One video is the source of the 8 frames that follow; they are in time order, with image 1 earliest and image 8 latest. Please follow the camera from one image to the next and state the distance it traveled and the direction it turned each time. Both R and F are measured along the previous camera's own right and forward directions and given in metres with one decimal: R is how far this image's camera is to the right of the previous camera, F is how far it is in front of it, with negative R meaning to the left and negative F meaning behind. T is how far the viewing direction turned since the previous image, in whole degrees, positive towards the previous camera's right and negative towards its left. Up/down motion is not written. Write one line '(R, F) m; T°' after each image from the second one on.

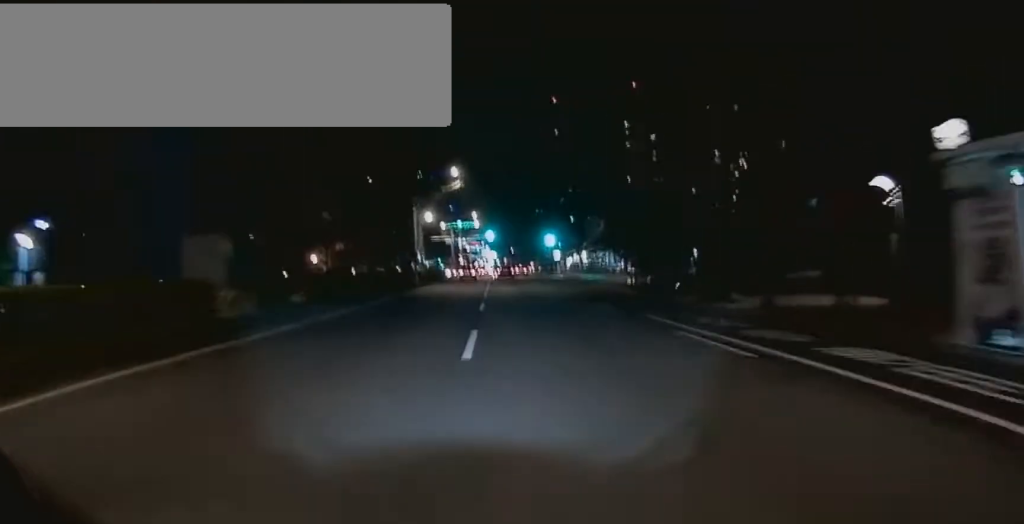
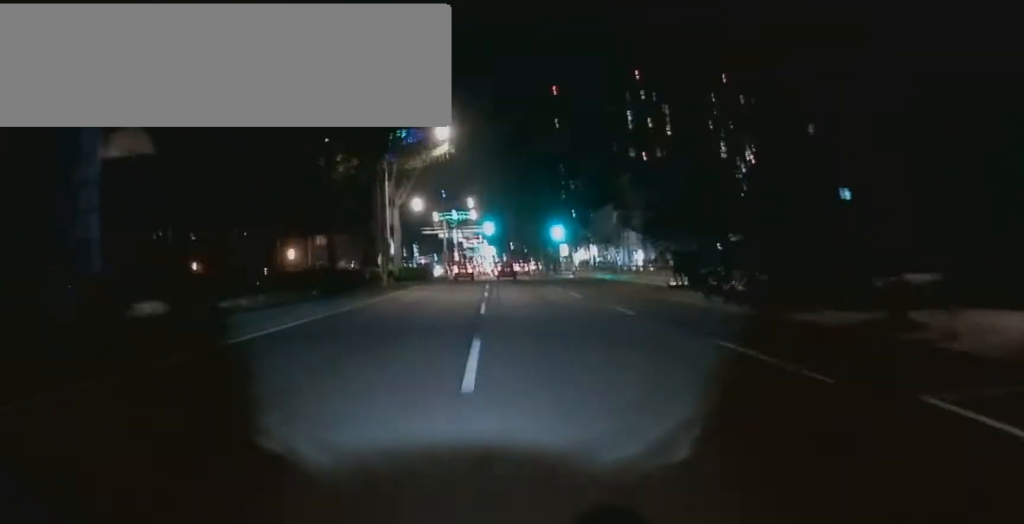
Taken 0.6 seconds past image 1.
(+0.3, +11.1) m; 0°
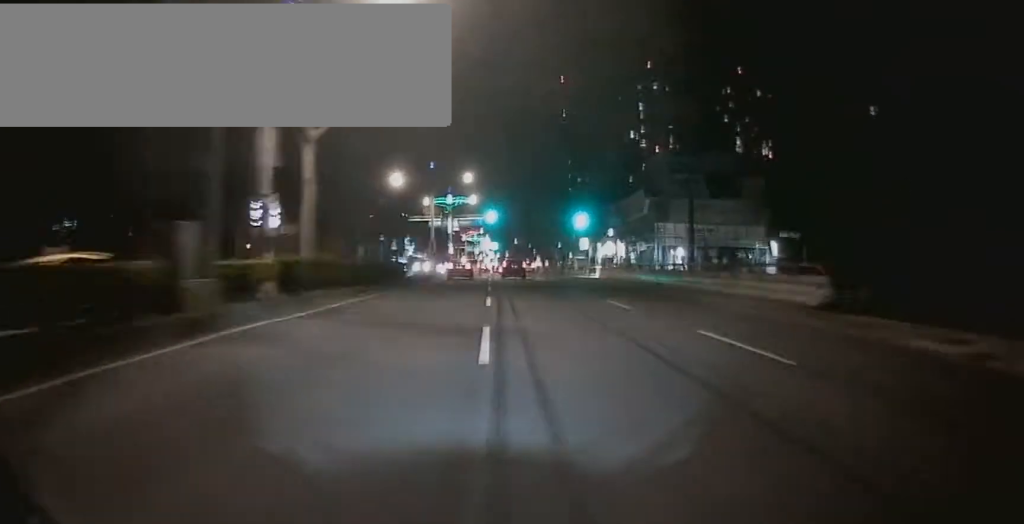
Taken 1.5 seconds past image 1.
(-0.4, +16.5) m; +2°
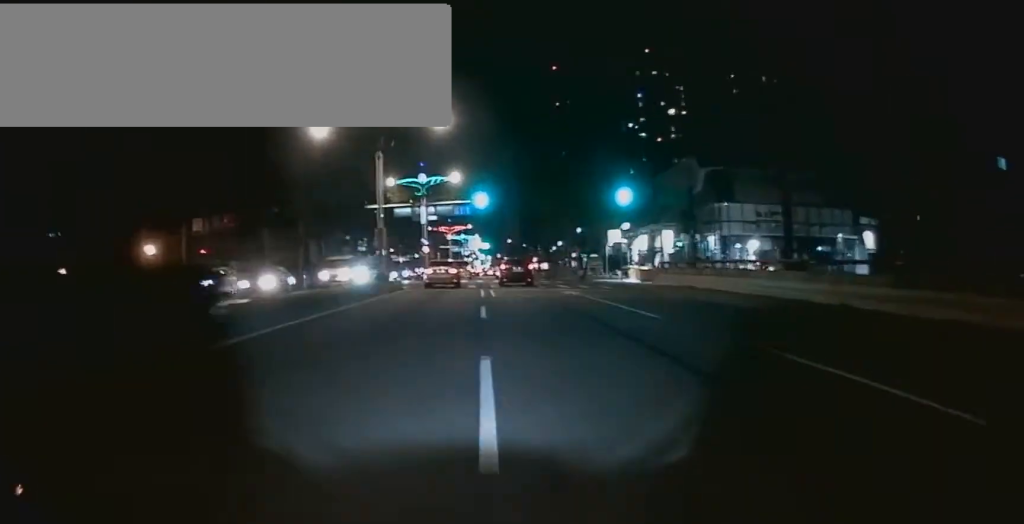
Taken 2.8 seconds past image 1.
(+1.0, +20.7) m; 0°
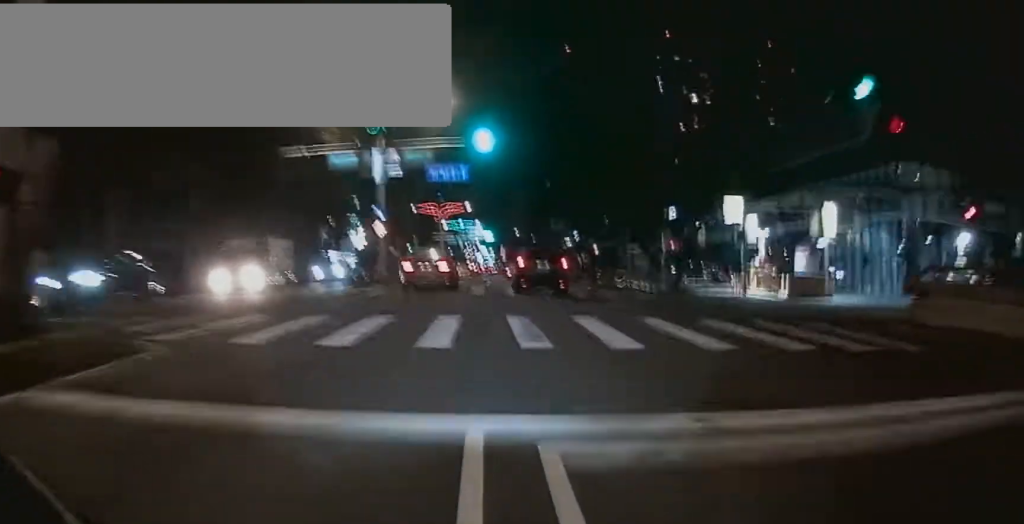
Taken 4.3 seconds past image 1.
(-1.1, +25.2) m; -2°
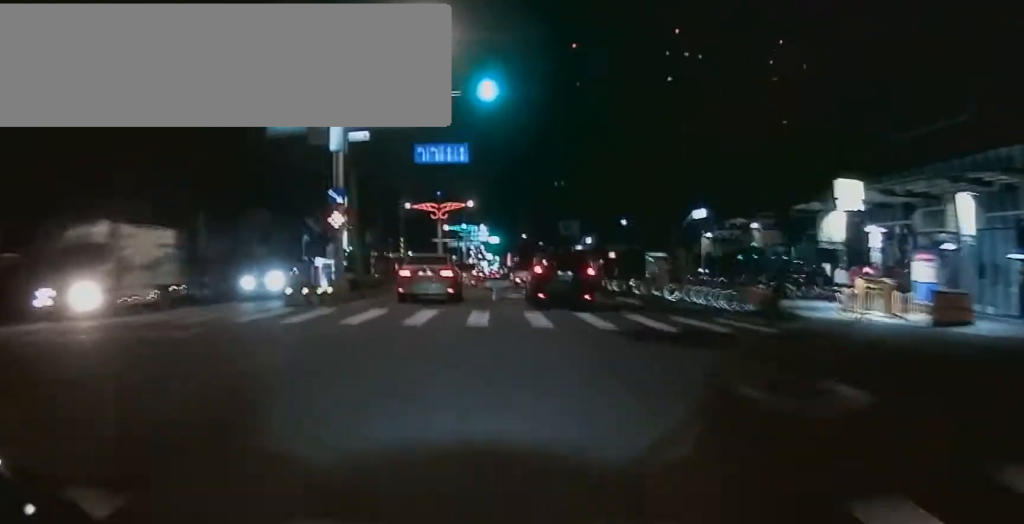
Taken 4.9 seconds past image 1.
(0.0, +10.2) m; 0°
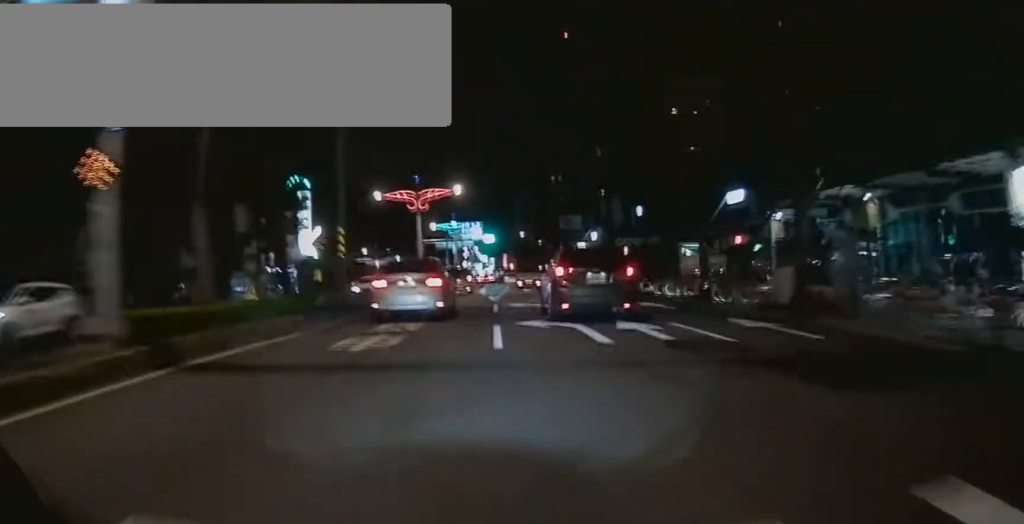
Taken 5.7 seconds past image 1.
(-0.3, +14.3) m; 0°
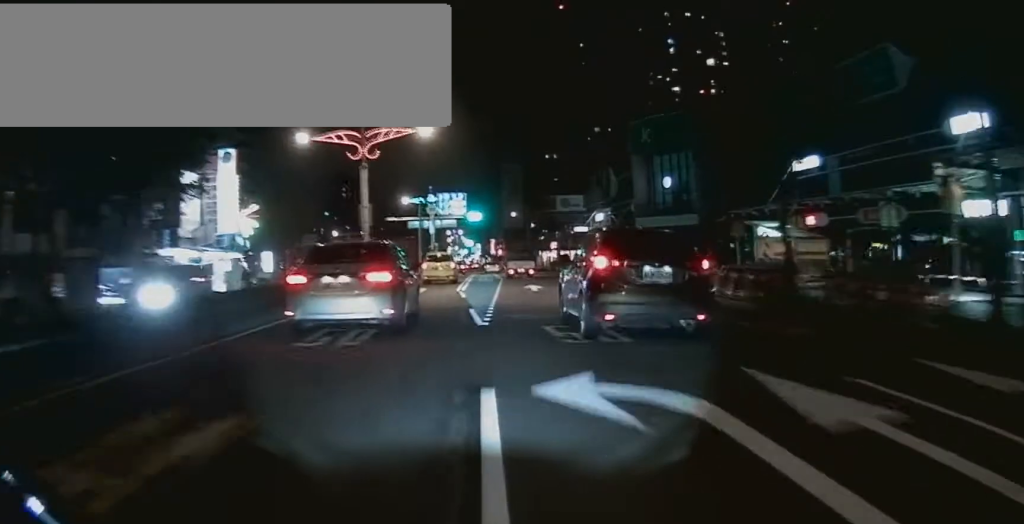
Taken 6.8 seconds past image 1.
(+0.2, +18.7) m; 0°
